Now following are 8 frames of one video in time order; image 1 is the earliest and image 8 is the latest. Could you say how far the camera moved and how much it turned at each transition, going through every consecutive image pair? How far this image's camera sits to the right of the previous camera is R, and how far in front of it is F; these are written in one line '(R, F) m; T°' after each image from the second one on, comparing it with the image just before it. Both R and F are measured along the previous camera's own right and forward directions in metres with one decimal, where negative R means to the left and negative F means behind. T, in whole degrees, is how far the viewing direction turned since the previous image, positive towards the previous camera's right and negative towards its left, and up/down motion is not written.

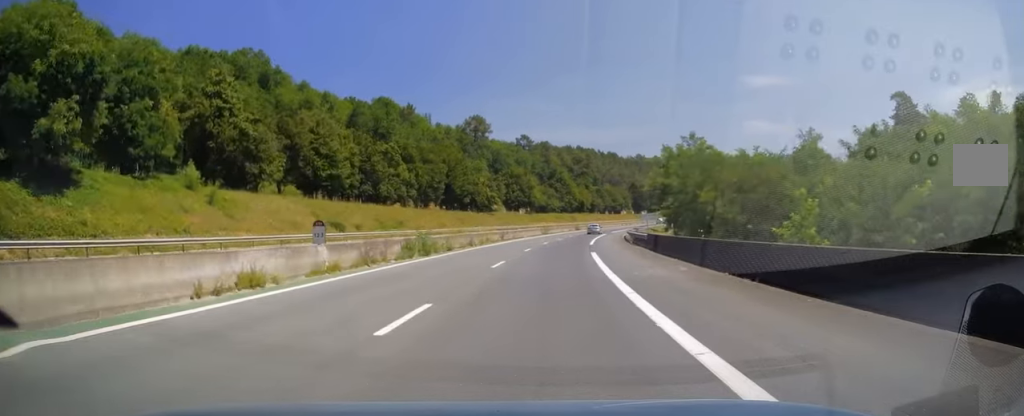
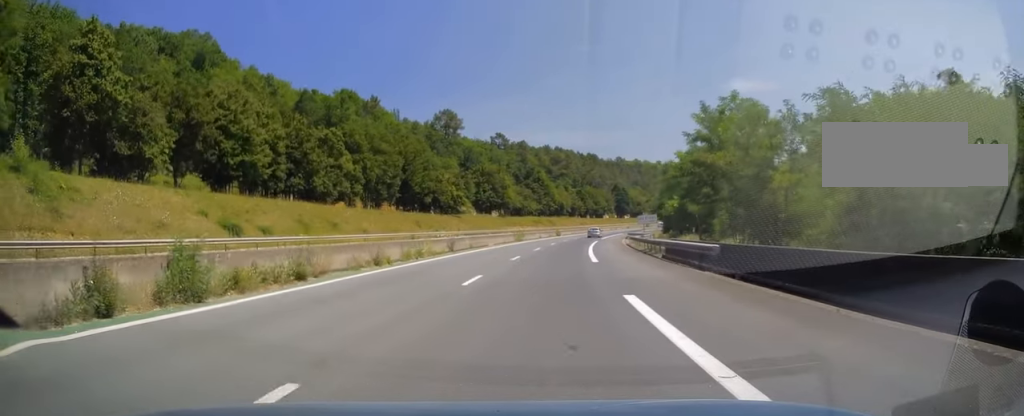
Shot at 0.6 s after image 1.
(+0.4, +18.6) m; +2°
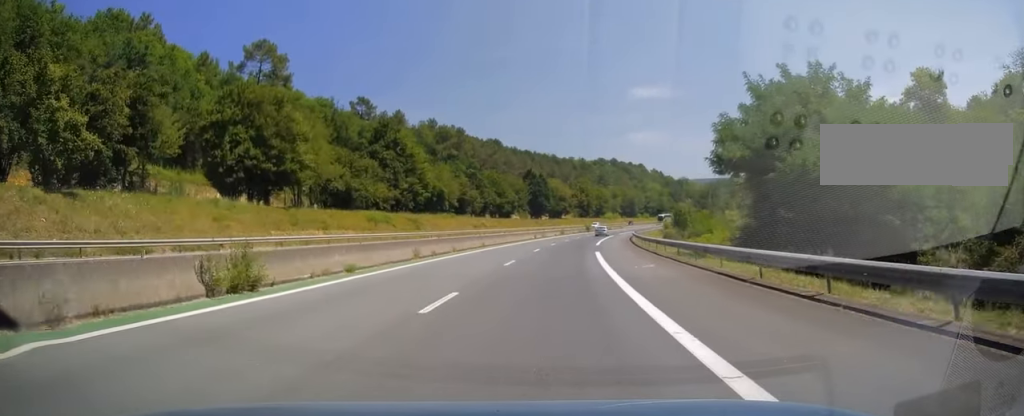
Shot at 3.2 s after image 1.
(+6.7, +81.4) m; +10°
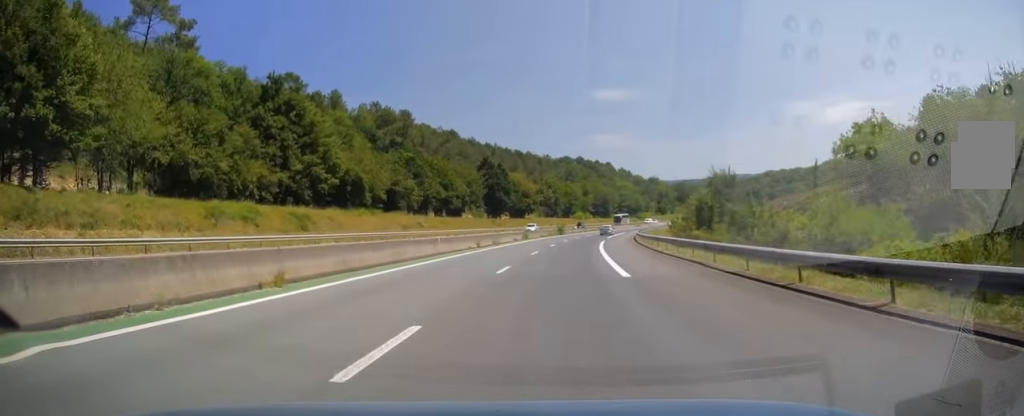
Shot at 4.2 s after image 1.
(+0.9, +30.2) m; +3°
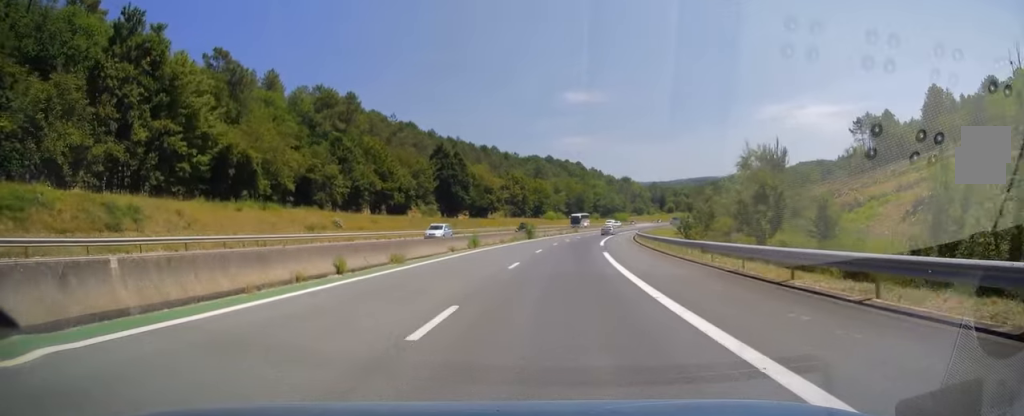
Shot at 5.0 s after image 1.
(+0.7, +23.4) m; +3°
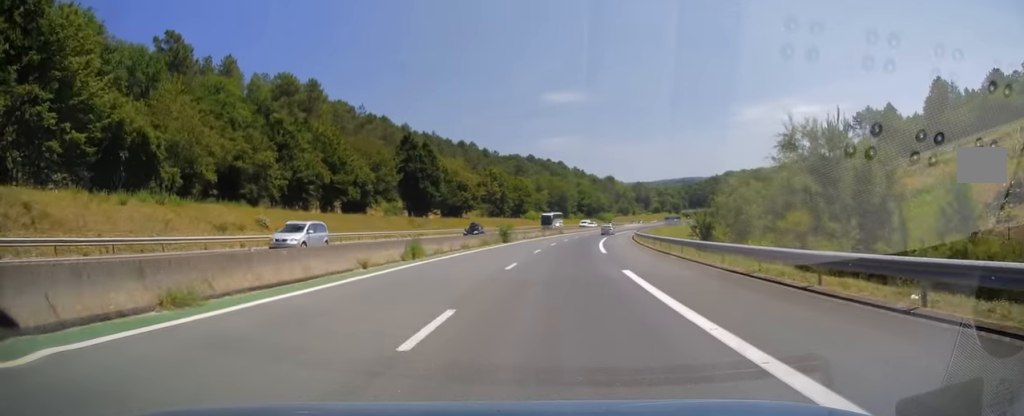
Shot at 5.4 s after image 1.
(+0.1, +13.5) m; +2°
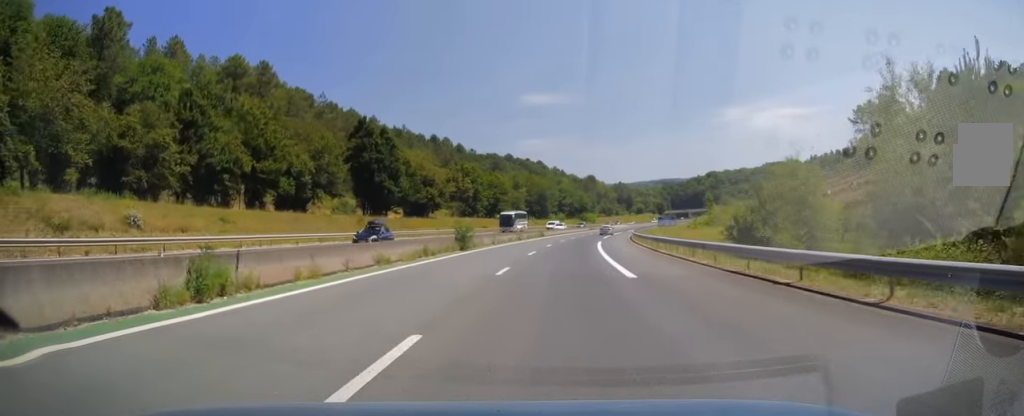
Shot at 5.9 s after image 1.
(+0.2, +15.1) m; +2°
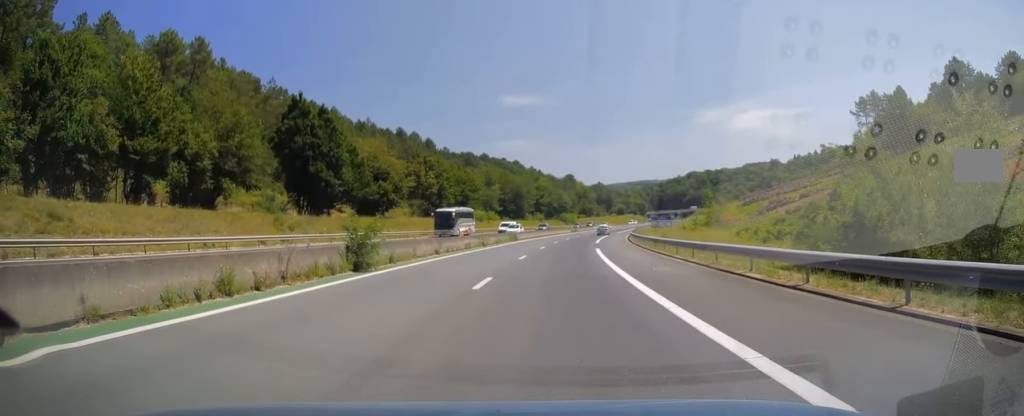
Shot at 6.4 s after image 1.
(+0.2, +16.7) m; +2°
